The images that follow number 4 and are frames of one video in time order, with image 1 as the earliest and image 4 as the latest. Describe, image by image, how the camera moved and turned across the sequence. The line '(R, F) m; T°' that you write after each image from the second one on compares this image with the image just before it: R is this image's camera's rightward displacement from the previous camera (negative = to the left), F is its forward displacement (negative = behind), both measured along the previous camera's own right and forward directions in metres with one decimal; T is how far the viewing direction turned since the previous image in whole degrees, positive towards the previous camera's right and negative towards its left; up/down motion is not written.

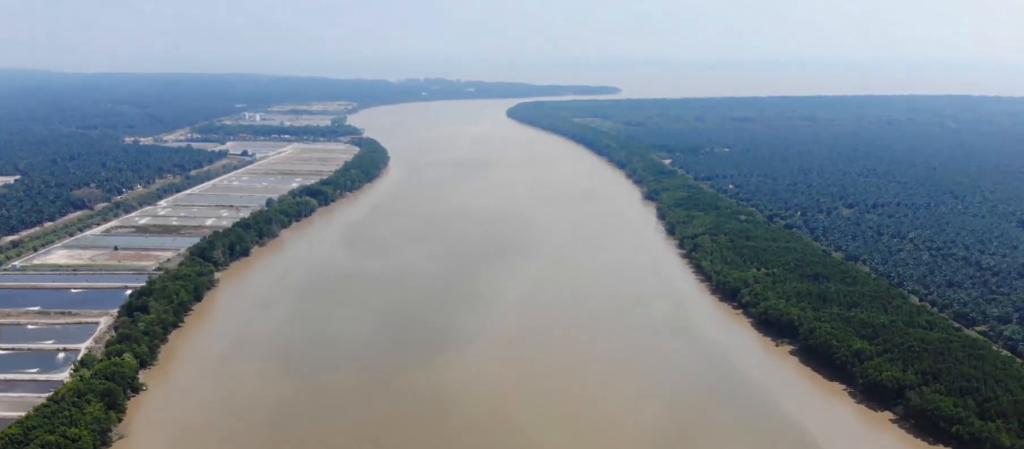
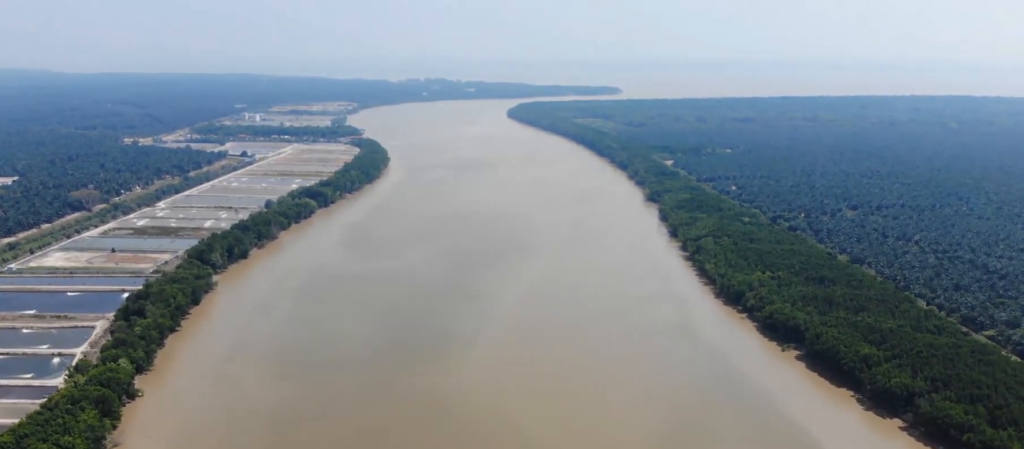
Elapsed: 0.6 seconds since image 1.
(0.0, +7.3) m; 0°
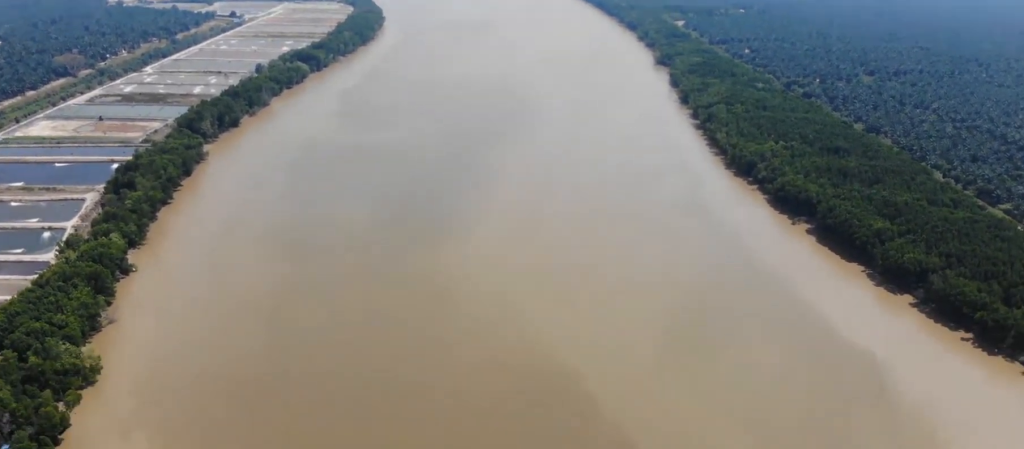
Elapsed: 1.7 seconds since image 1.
(+0.1, +13.0) m; +1°
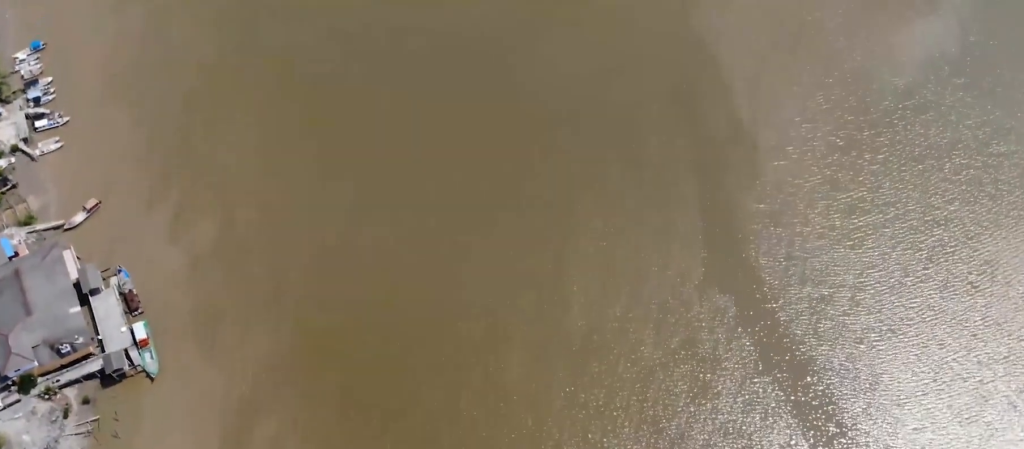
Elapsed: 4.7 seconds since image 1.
(+0.8, +36.7) m; +5°
